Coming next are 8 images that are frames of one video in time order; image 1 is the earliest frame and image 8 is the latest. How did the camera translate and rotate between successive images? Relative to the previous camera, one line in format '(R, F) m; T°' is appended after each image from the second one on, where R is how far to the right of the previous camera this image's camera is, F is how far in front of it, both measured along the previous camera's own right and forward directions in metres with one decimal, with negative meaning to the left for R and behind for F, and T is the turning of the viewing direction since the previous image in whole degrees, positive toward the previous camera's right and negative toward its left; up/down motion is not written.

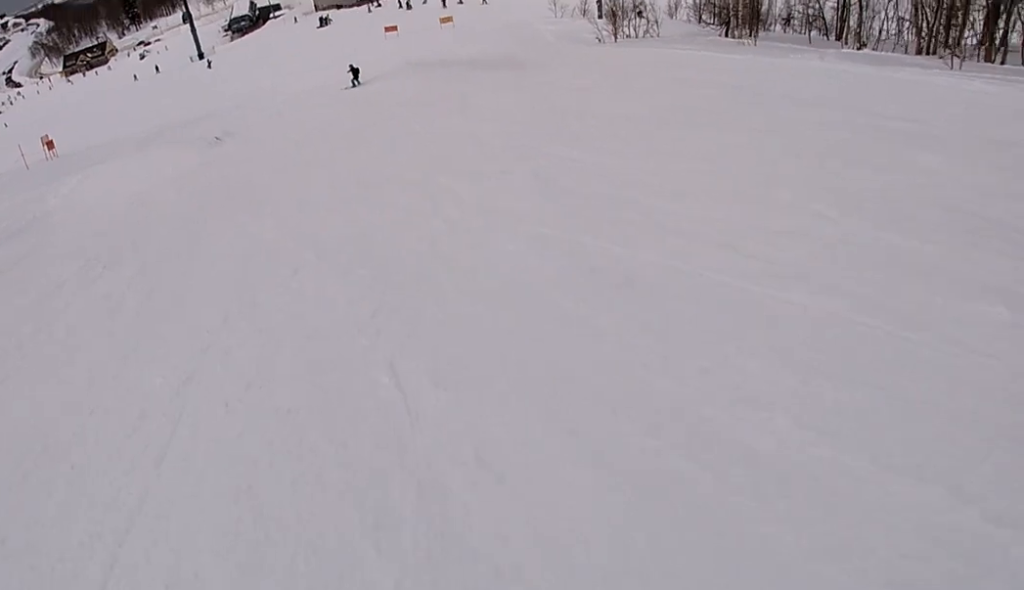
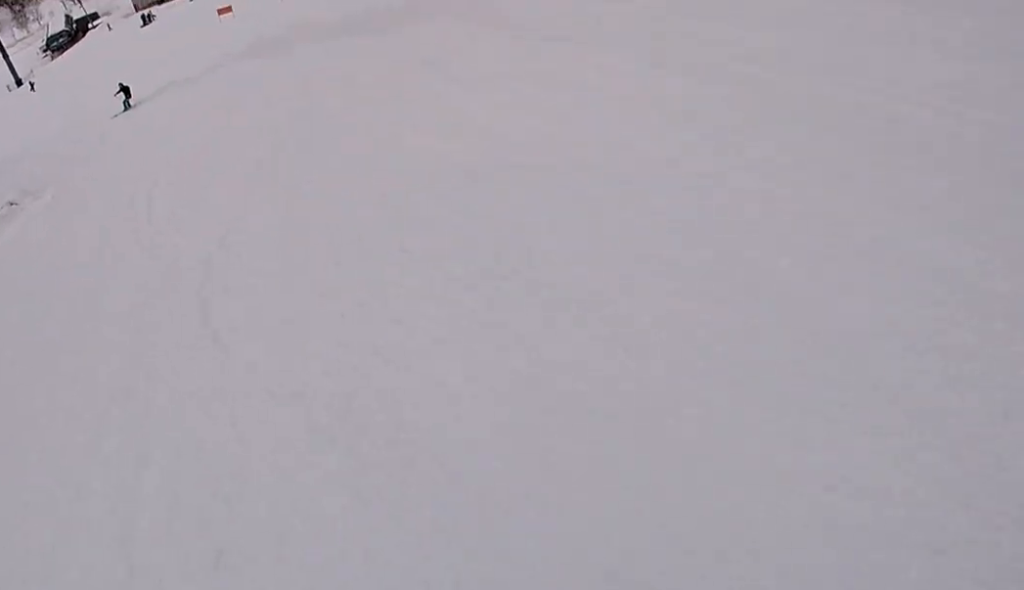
(+0.5, +7.4) m; +10°
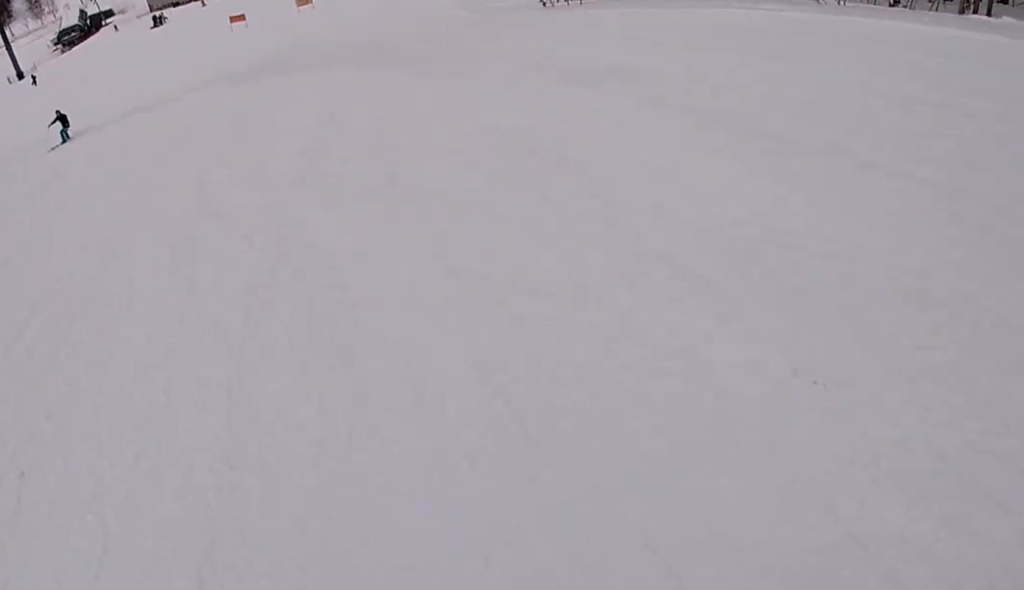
(+0.5, +4.7) m; +7°
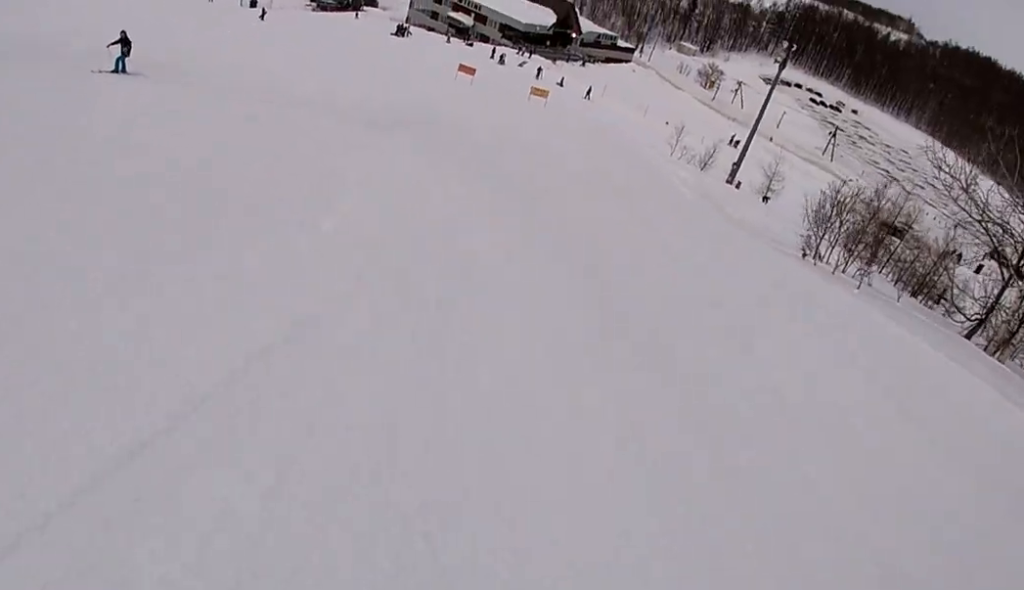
(+0.6, +6.7) m; -2°
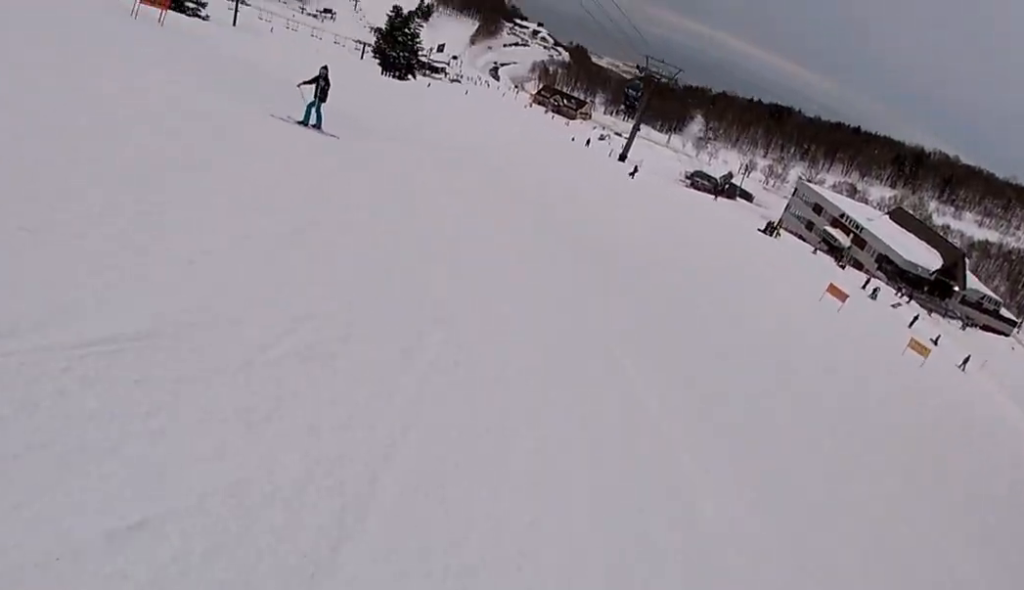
(-0.4, +7.5) m; -14°
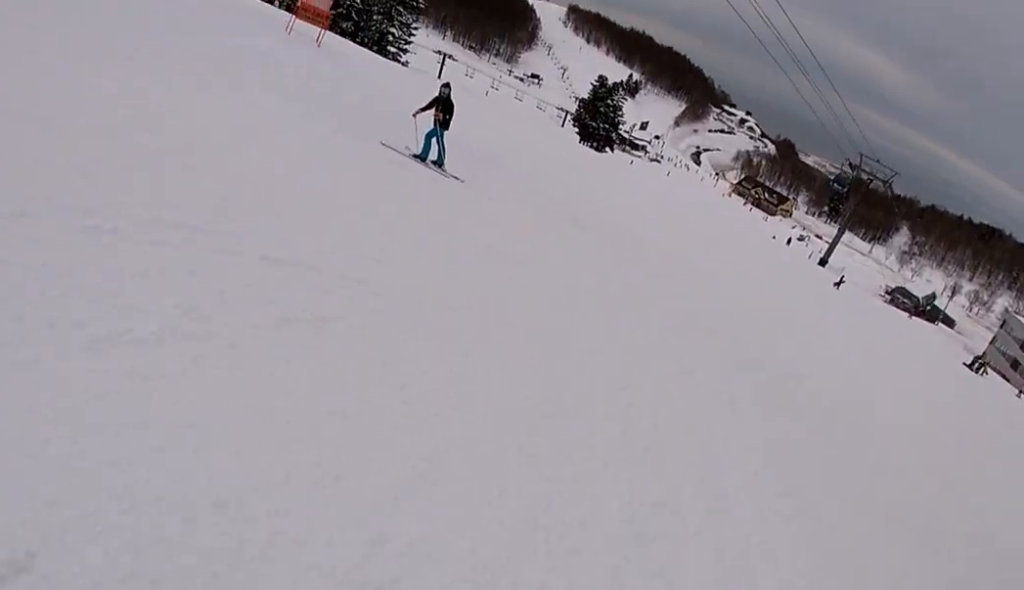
(-0.6, +4.1) m; -12°
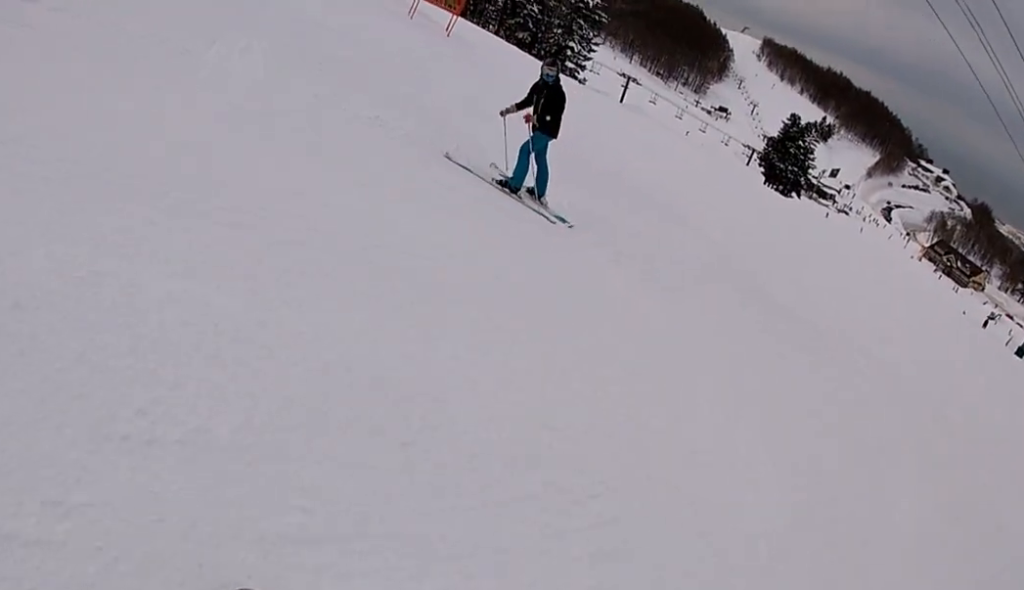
(-0.6, +5.0) m; -14°
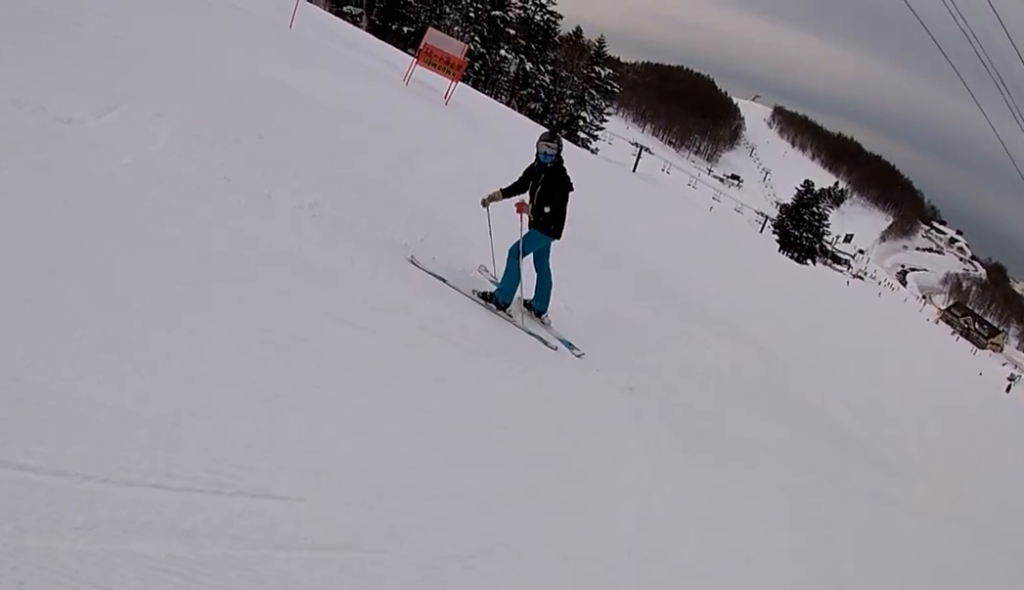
(-0.1, +2.4) m; -11°
